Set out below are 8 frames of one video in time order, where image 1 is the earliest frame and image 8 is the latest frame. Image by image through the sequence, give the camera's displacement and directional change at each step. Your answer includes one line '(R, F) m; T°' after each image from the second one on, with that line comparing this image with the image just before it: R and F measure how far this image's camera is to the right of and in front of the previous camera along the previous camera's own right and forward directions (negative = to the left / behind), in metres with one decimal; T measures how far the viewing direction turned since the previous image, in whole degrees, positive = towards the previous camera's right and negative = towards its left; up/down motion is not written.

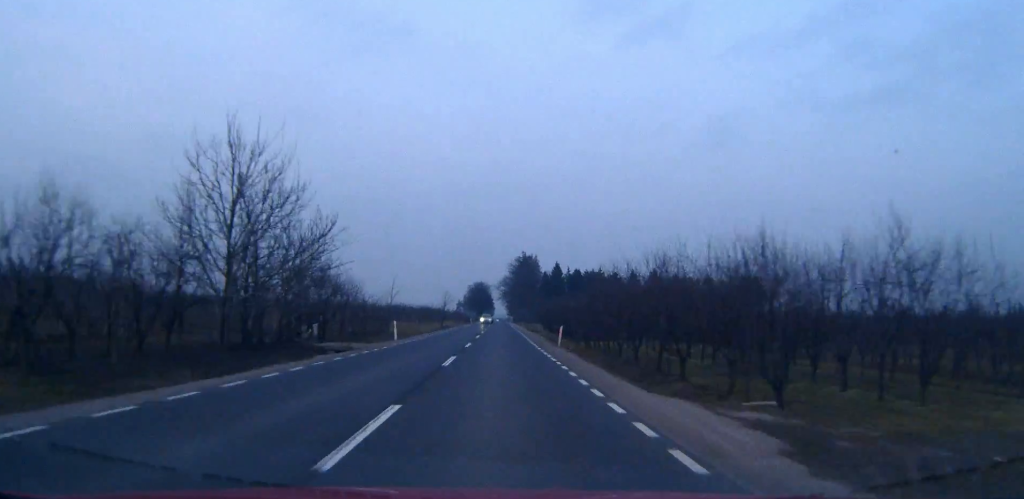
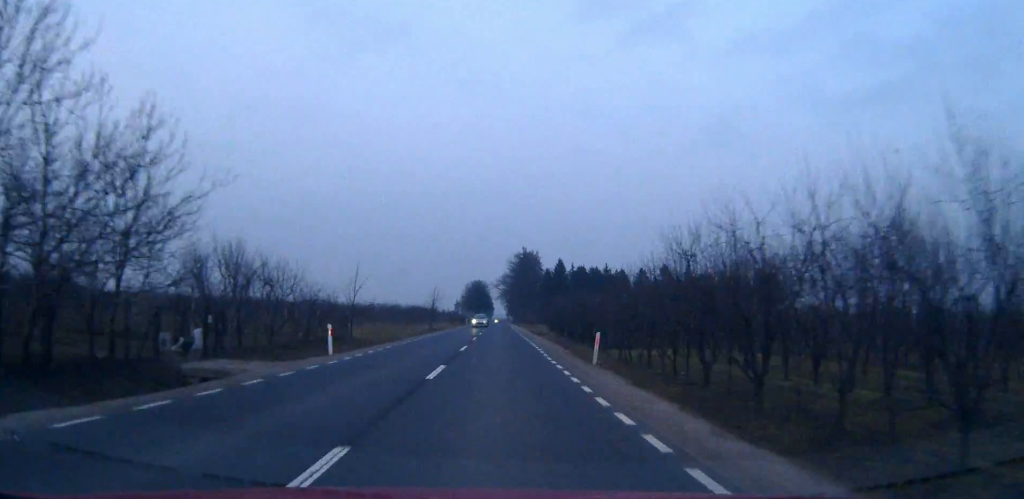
(0.0, +15.0) m; 0°
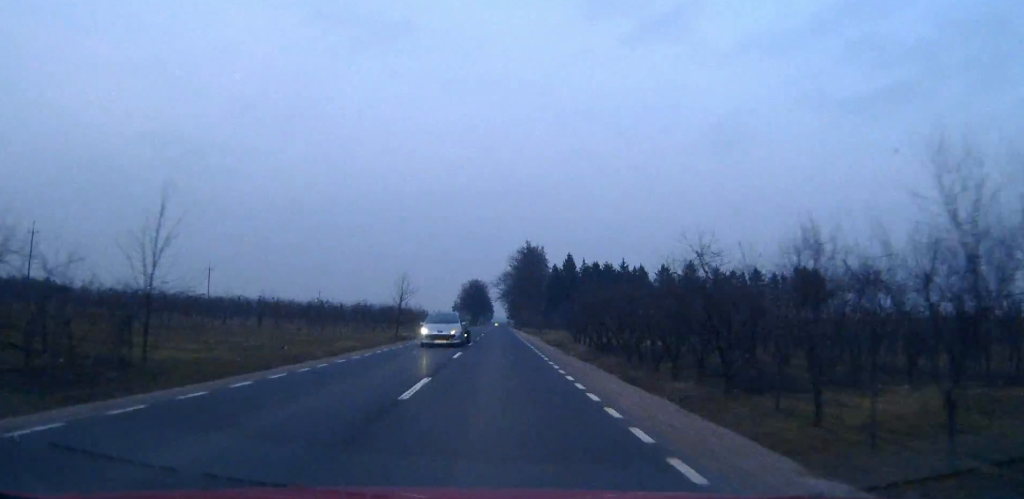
(0.0, +27.5) m; 0°
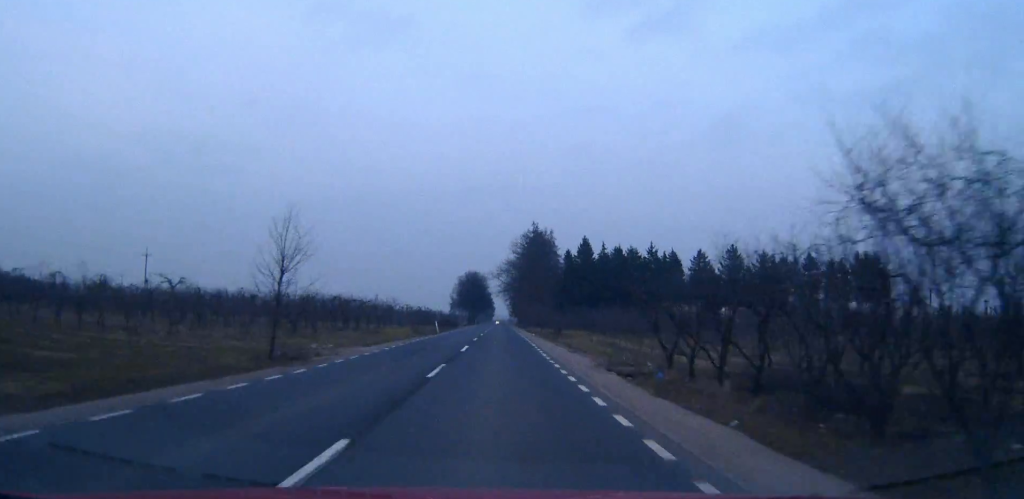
(0.0, +31.7) m; 0°
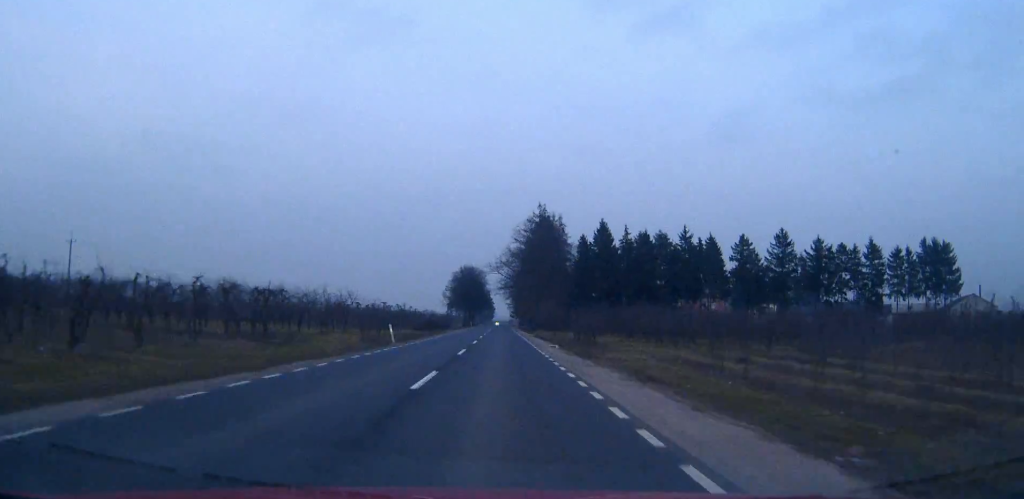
(0.0, +26.7) m; 0°
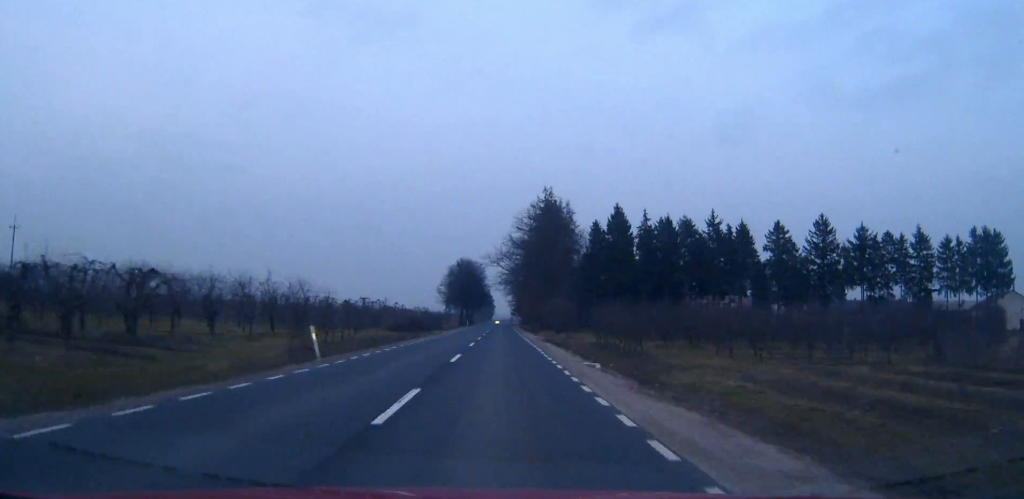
(0.0, +15.9) m; 0°
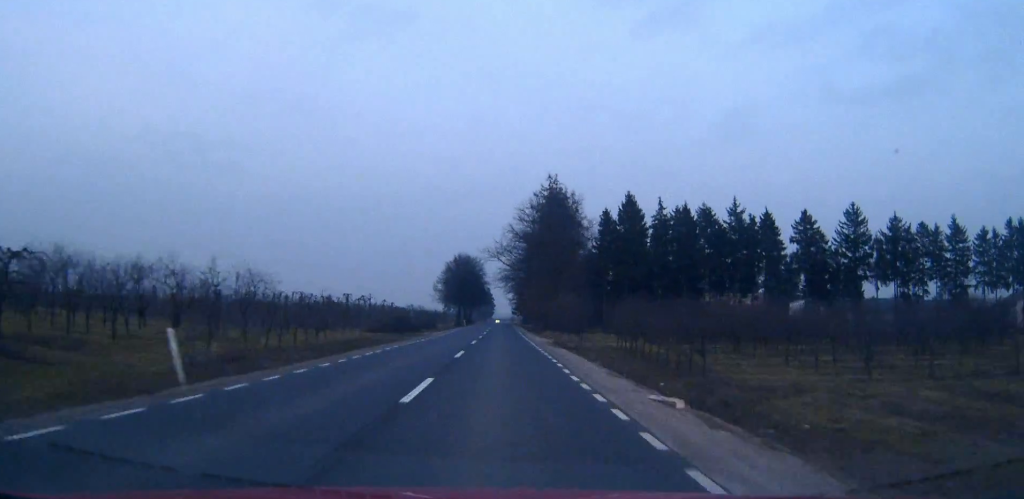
(0.0, +10.0) m; 0°
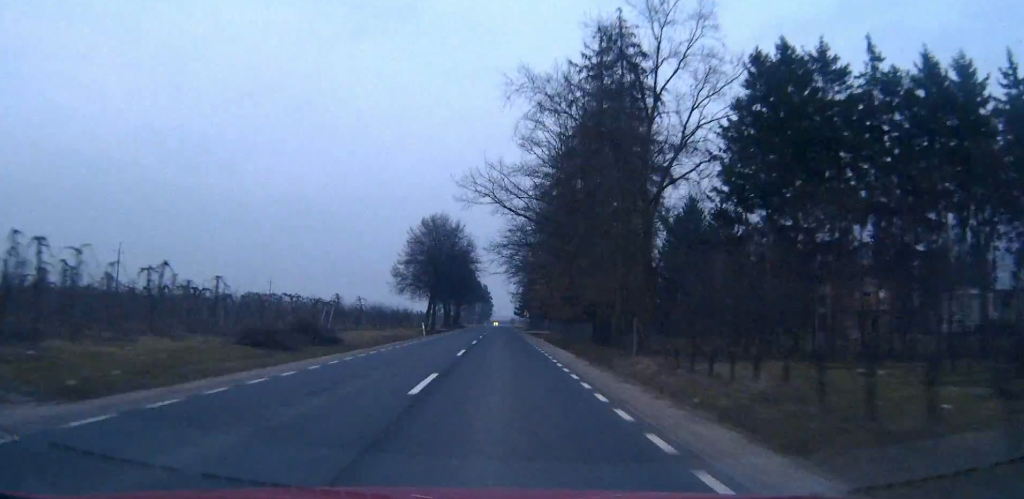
(0.0, +58.4) m; 0°
